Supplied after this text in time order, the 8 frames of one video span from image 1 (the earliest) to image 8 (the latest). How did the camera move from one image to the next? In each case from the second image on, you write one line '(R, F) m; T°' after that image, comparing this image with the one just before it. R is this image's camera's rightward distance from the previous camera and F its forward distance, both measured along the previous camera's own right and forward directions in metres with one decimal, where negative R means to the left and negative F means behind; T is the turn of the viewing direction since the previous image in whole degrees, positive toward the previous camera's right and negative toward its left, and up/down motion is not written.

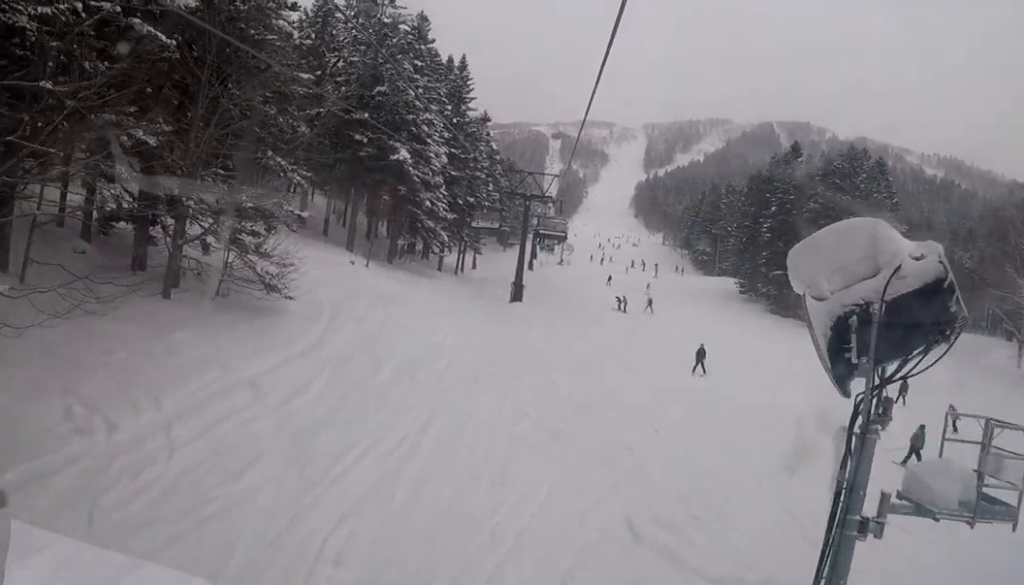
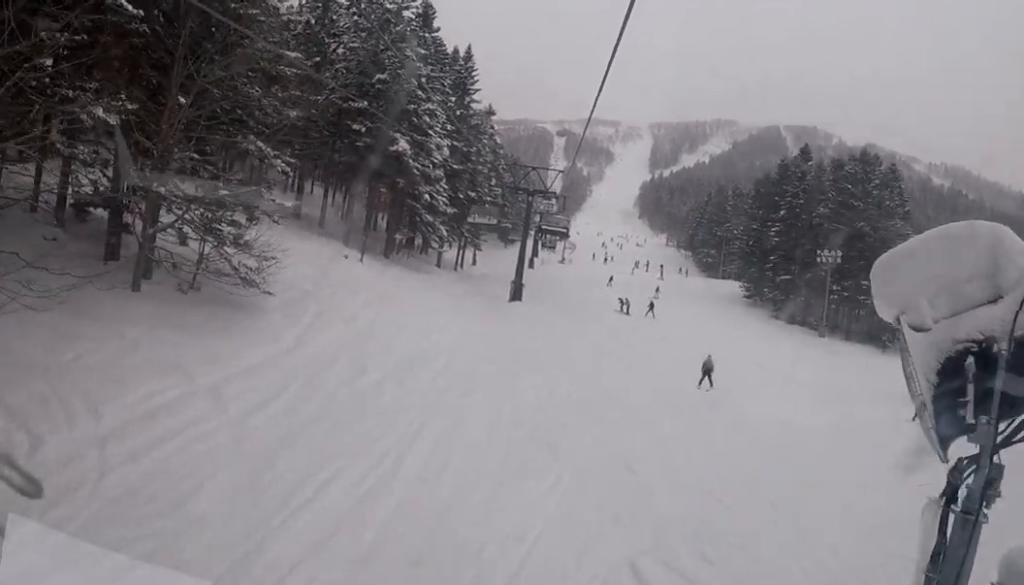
(0.0, +2.0) m; -2°
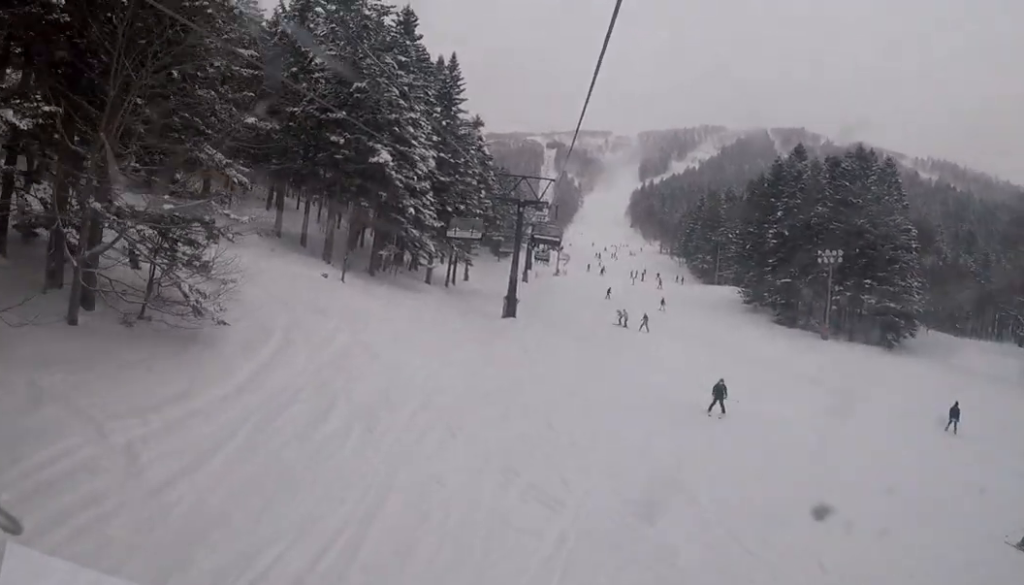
(-0.1, +3.0) m; -7°
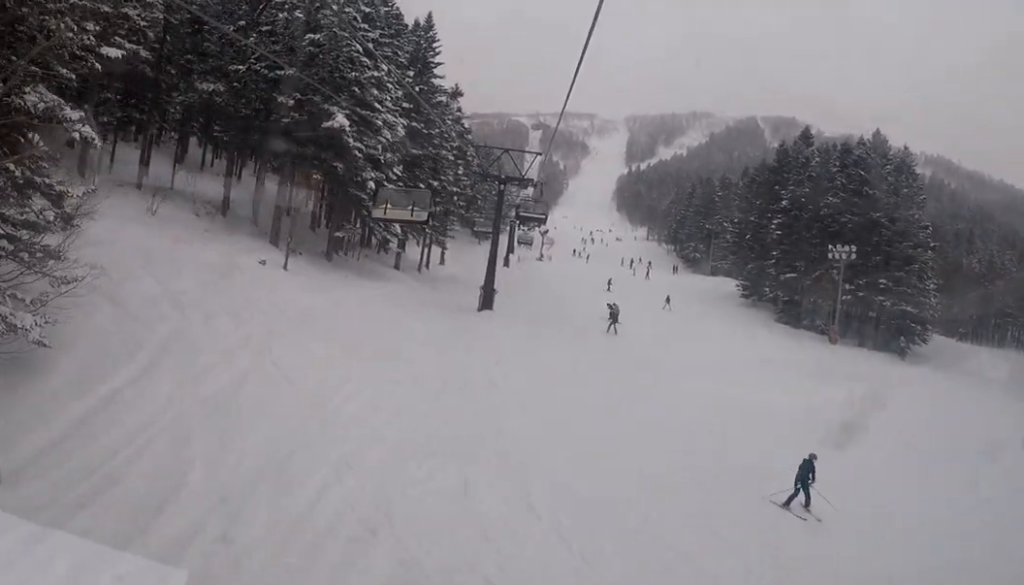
(-0.3, +7.3) m; +4°
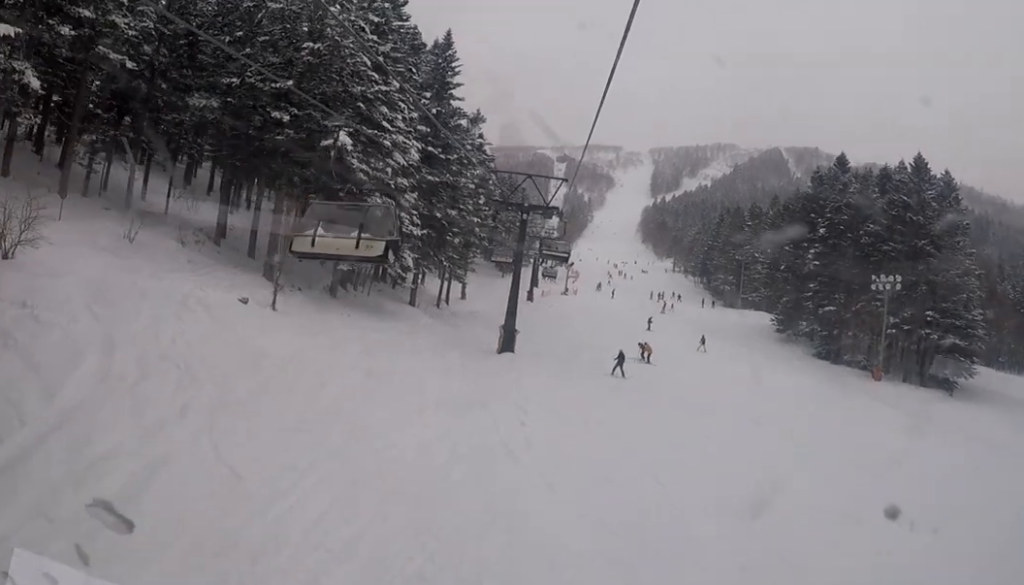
(+0.4, +4.9) m; +6°
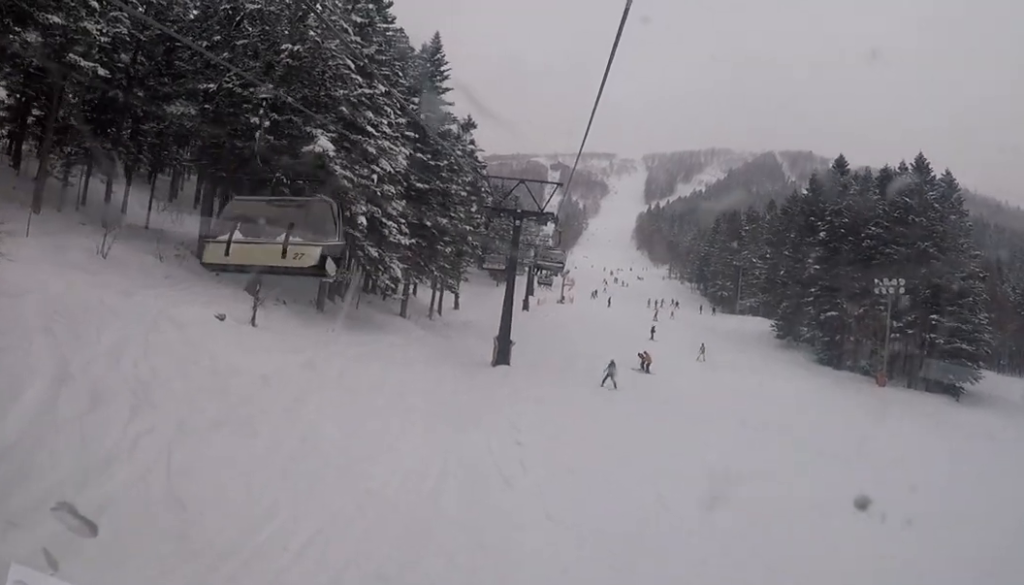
(0.0, +1.8) m; +1°
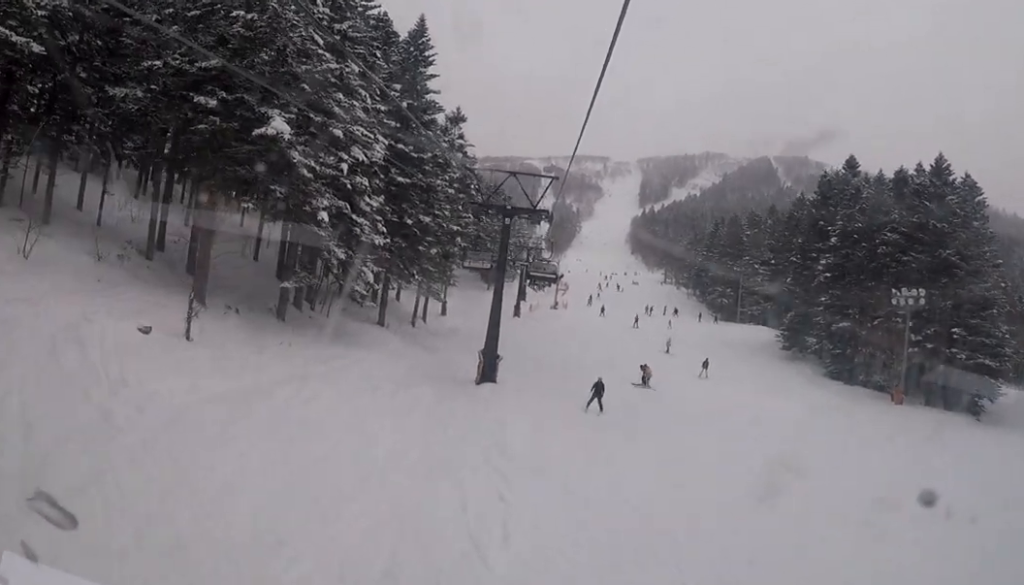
(0.0, +5.2) m; 0°
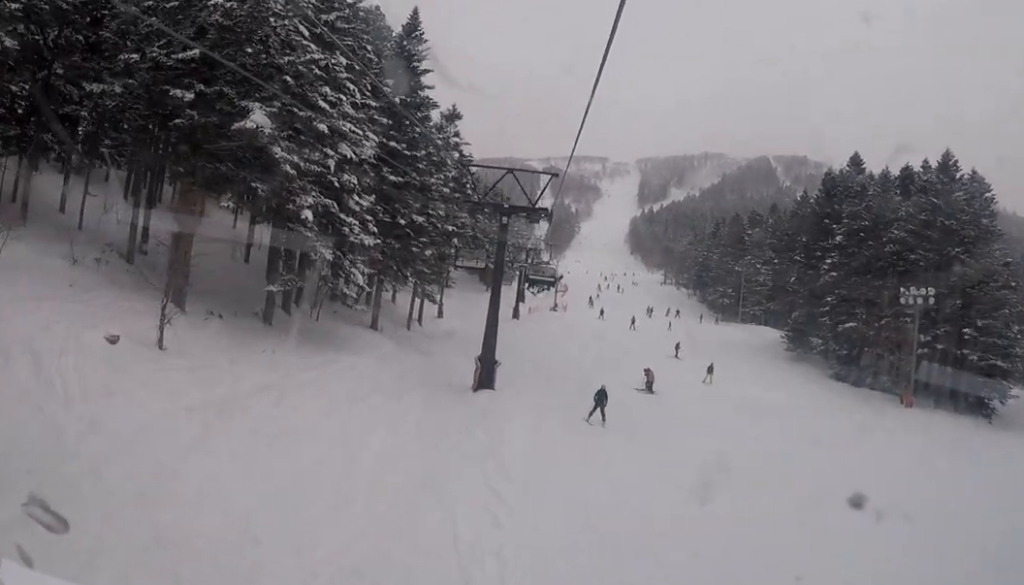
(0.0, +1.8) m; 0°
